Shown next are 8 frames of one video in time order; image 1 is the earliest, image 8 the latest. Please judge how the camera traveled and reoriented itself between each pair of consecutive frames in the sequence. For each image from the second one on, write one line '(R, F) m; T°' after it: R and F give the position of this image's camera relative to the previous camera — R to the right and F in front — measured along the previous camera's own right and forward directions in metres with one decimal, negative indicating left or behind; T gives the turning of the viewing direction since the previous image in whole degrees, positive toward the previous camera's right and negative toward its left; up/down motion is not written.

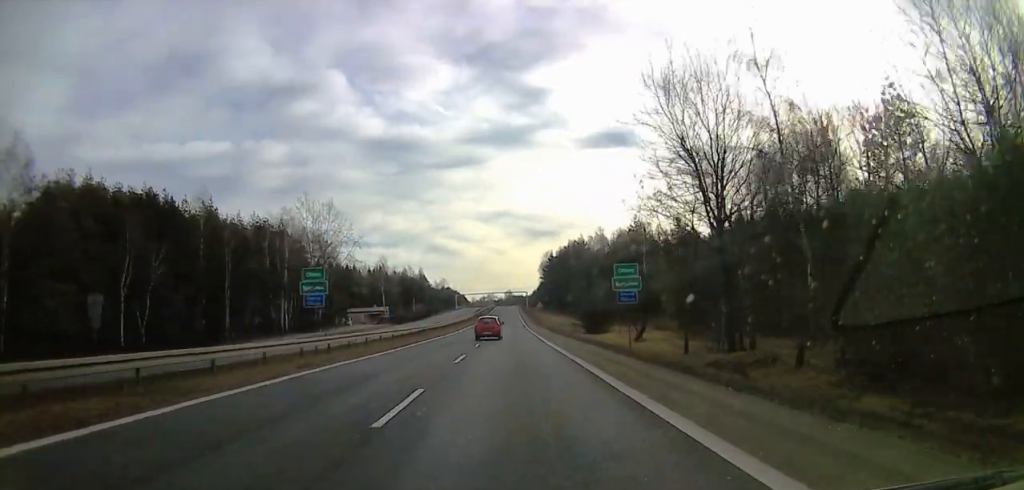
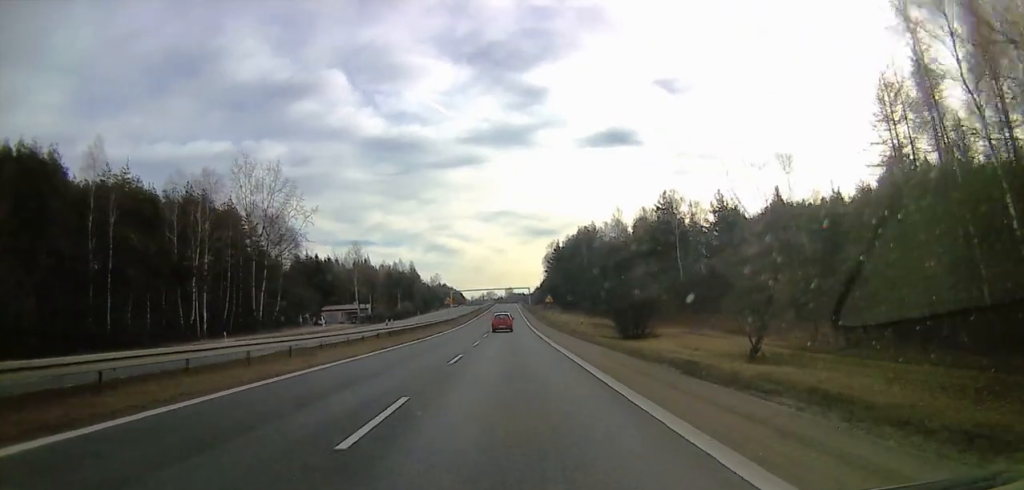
(0.0, +24.0) m; +2°
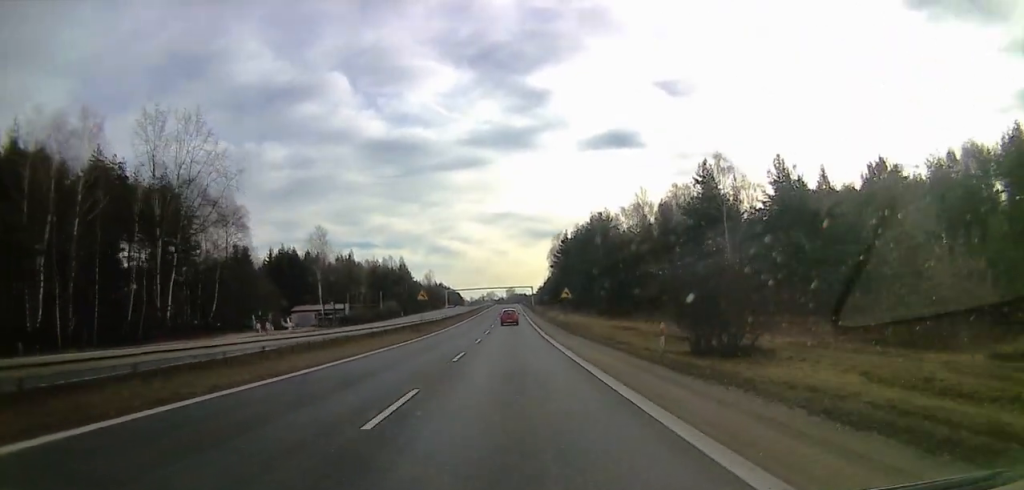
(+0.4, +22.2) m; +1°
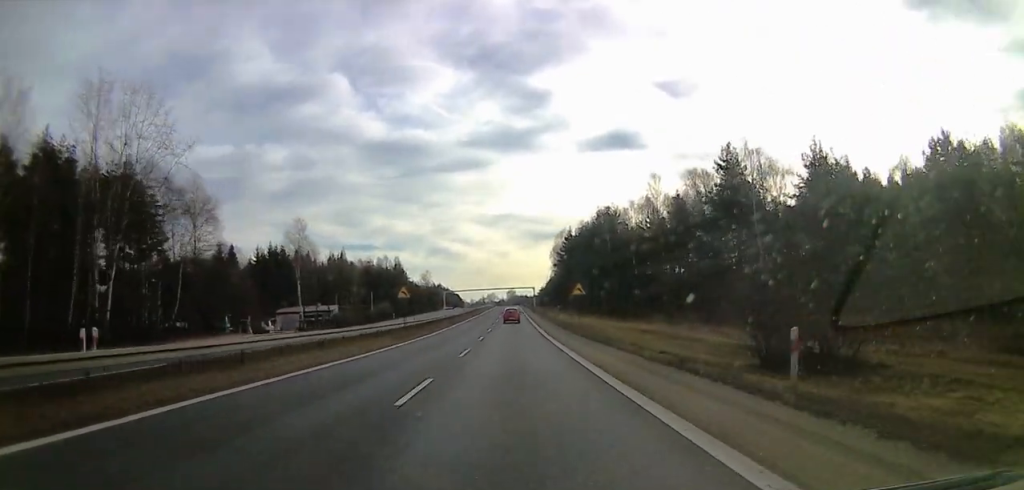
(0.0, +9.6) m; 0°
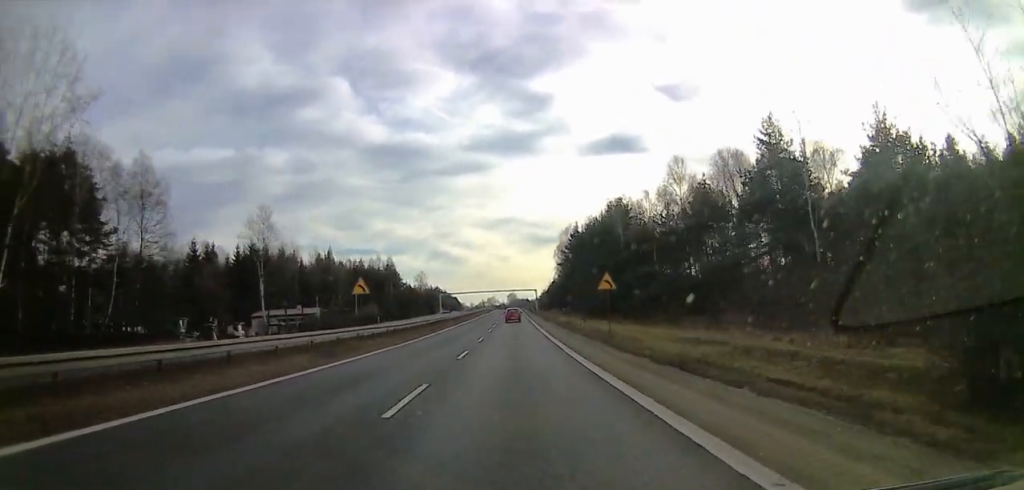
(0.0, +12.8) m; 0°
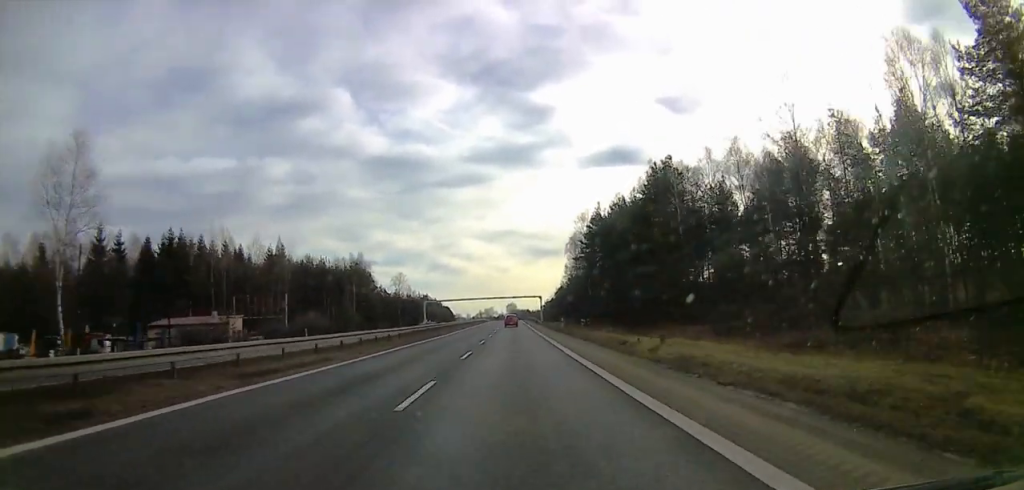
(0.0, +34.4) m; 0°
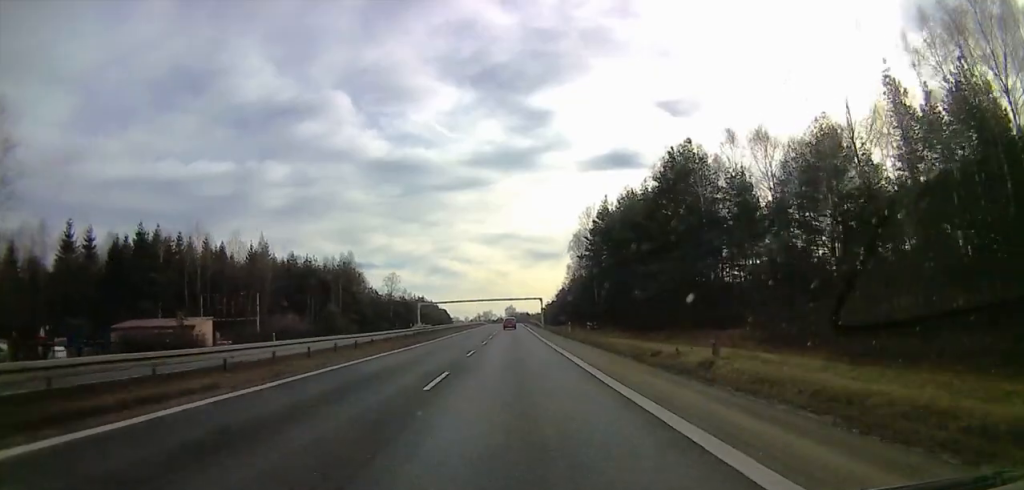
(0.0, +8.6) m; 0°
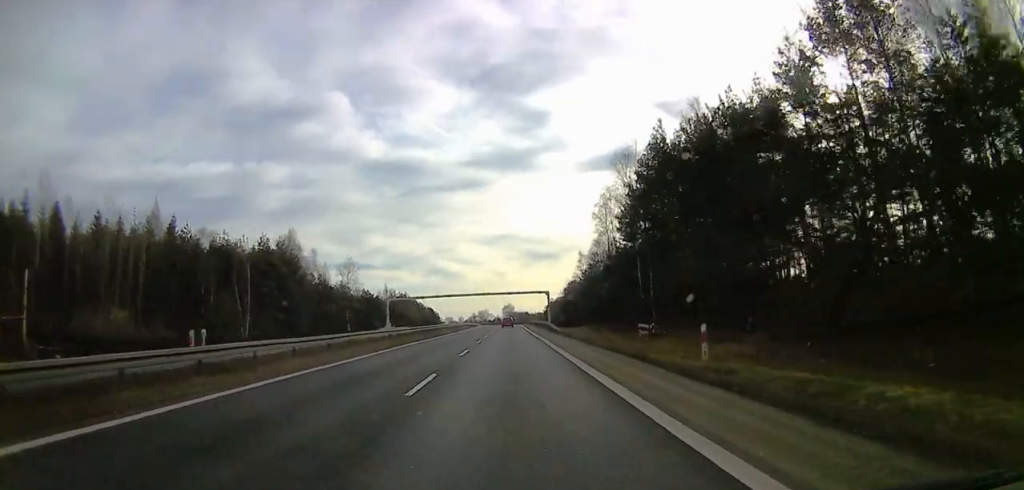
(0.0, +36.2) m; 0°
